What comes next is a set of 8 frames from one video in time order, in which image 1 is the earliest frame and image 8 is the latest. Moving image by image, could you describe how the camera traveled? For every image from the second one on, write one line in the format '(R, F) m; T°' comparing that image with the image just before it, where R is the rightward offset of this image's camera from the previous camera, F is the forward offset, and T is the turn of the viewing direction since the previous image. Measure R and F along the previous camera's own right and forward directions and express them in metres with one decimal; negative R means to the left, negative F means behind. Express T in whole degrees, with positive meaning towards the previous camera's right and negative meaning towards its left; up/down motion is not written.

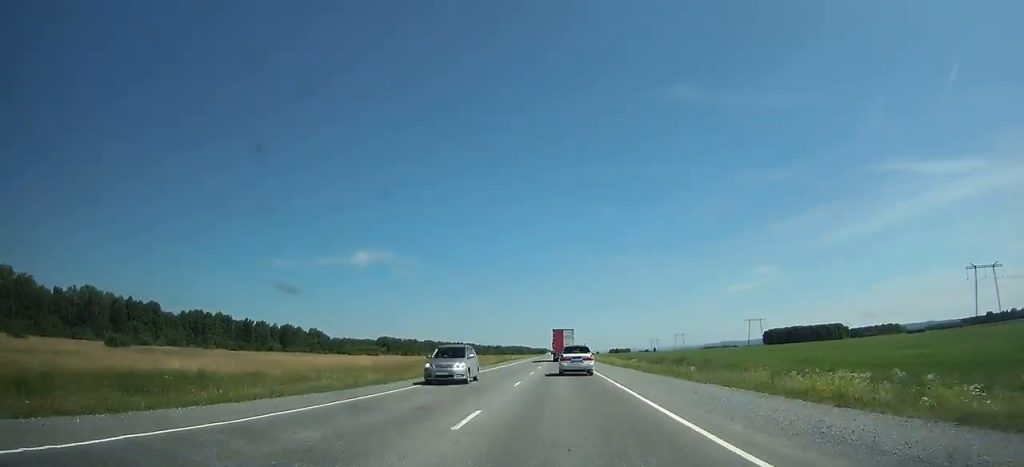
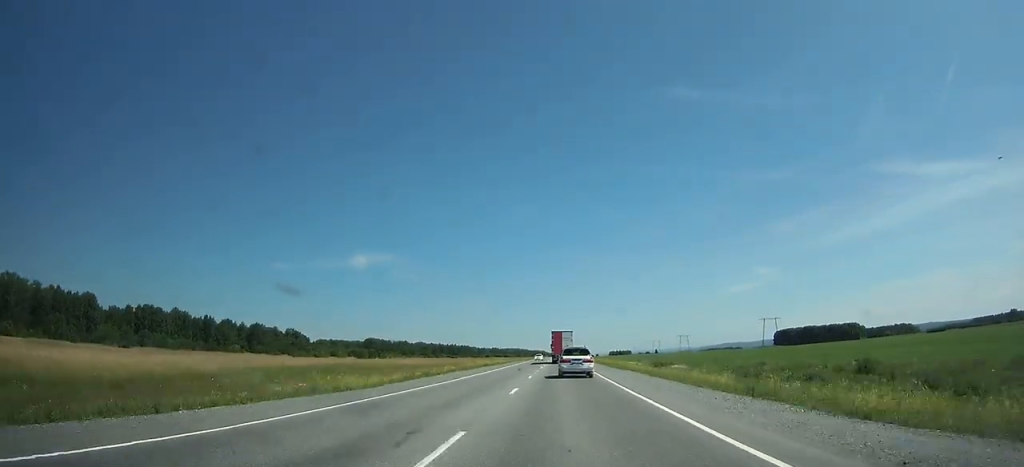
(0.0, +52.3) m; 0°
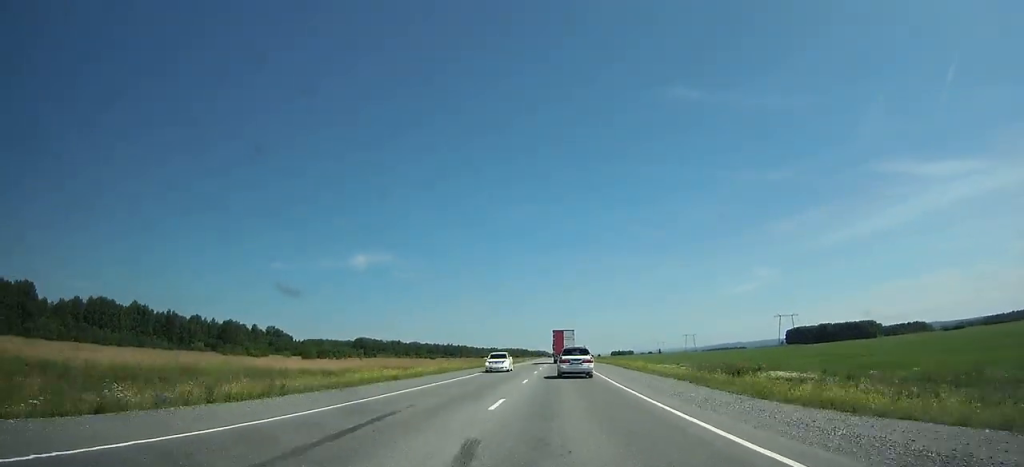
(0.0, +40.9) m; 0°
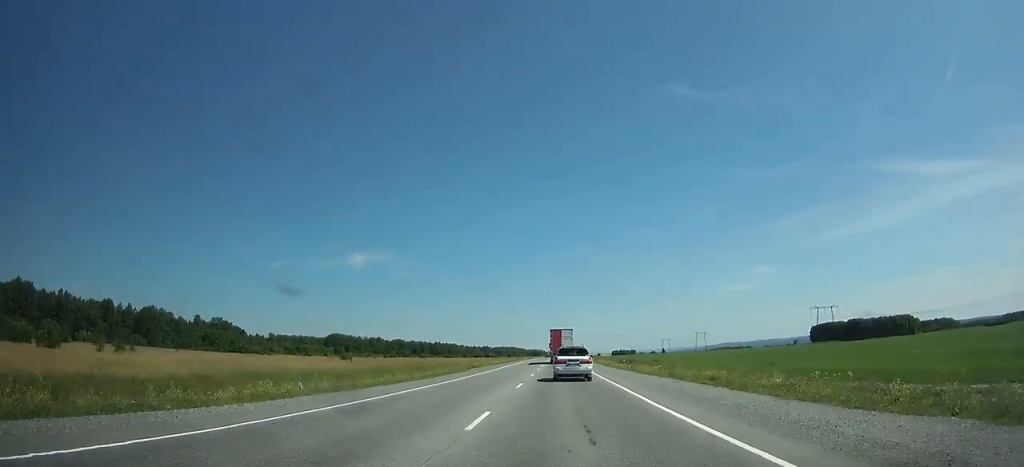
(-0.1, +90.7) m; 0°
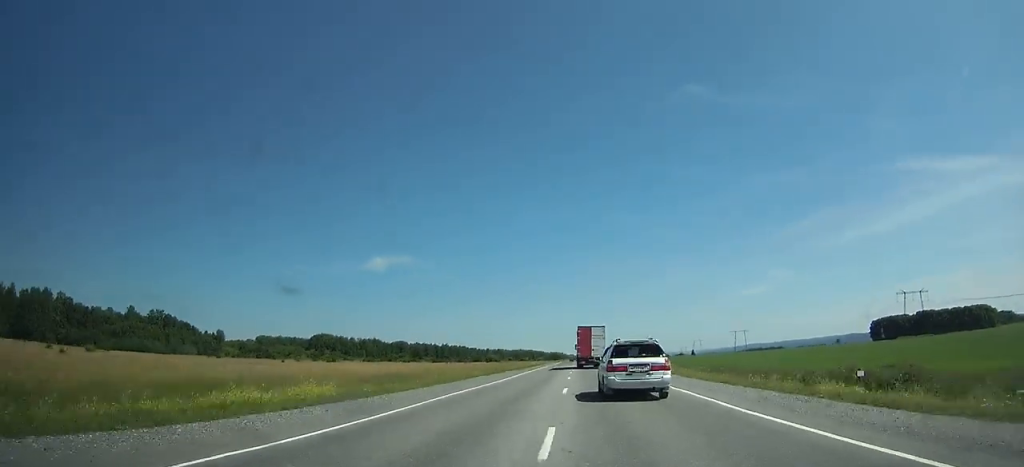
(-0.5, +102.2) m; 0°
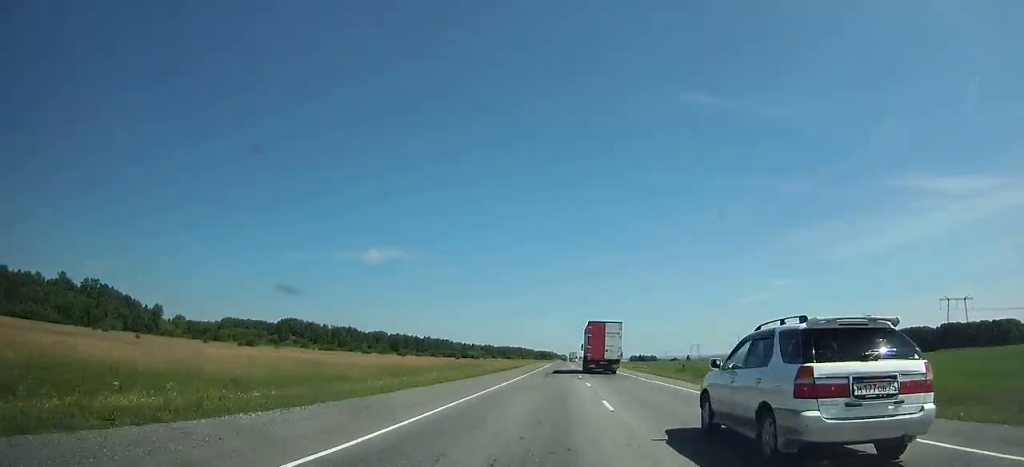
(-0.1, +53.2) m; 0°
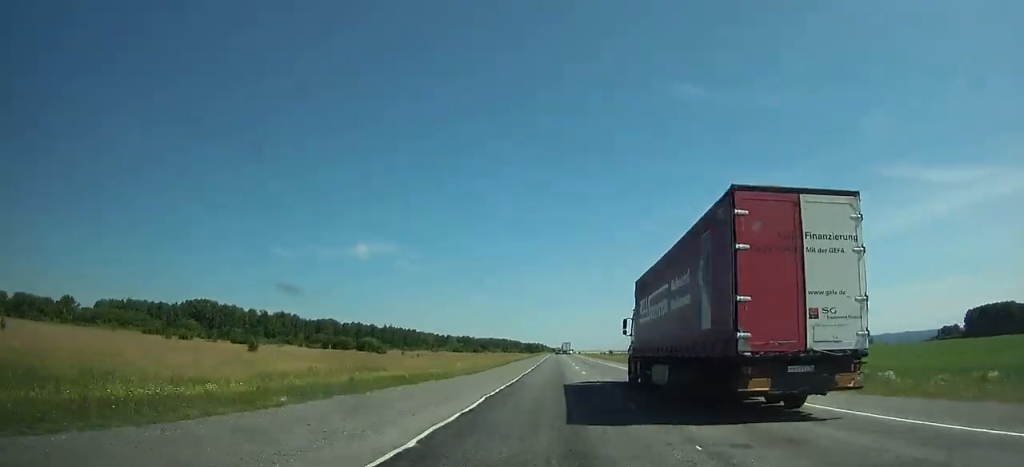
(+0.6, +130.5) m; 0°
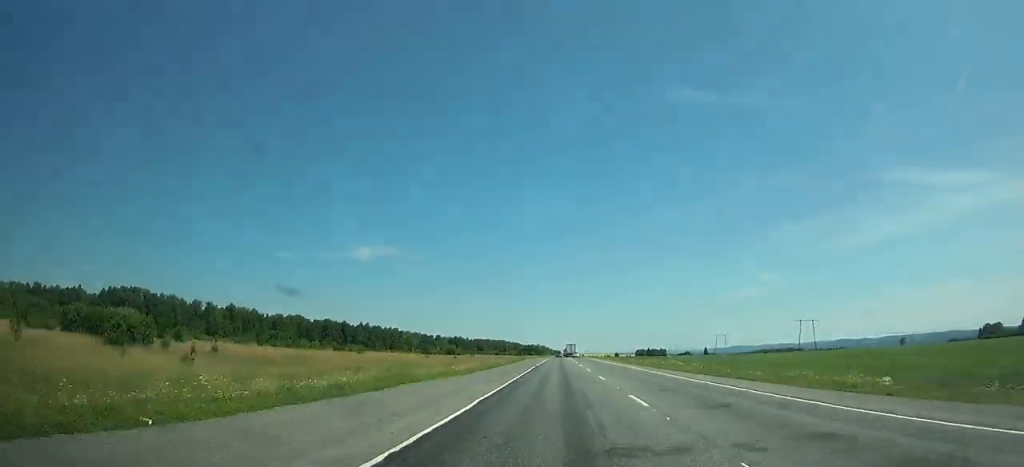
(+0.2, +81.5) m; 0°
